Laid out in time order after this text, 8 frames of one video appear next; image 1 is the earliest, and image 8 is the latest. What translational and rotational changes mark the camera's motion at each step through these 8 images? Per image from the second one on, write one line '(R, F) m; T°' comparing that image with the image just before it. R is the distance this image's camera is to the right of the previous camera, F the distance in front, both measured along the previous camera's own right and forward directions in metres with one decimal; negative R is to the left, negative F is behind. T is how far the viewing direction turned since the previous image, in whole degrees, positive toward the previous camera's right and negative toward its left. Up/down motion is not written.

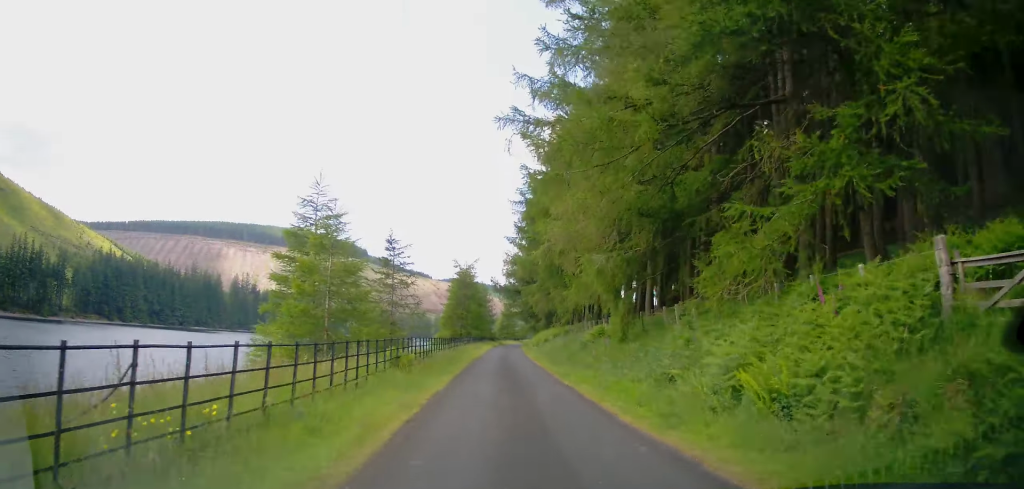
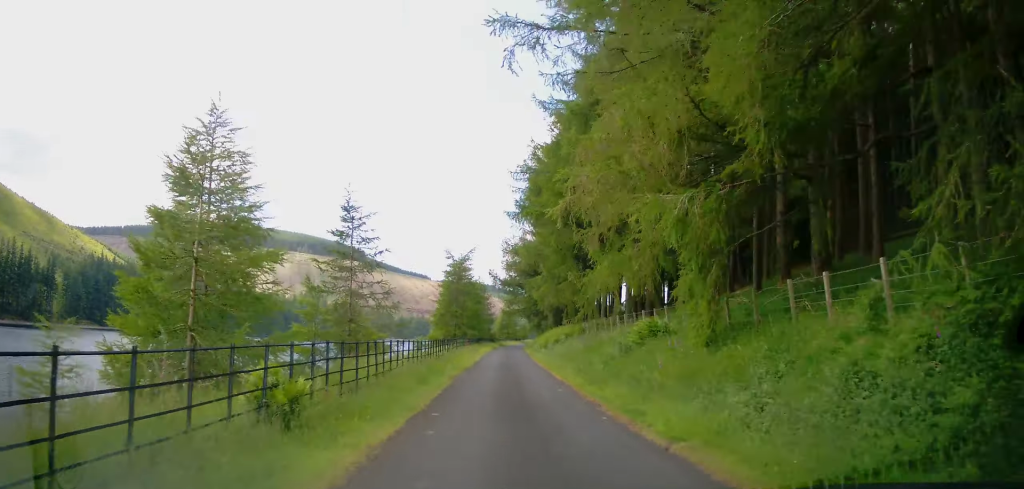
(+0.2, +9.1) m; 0°
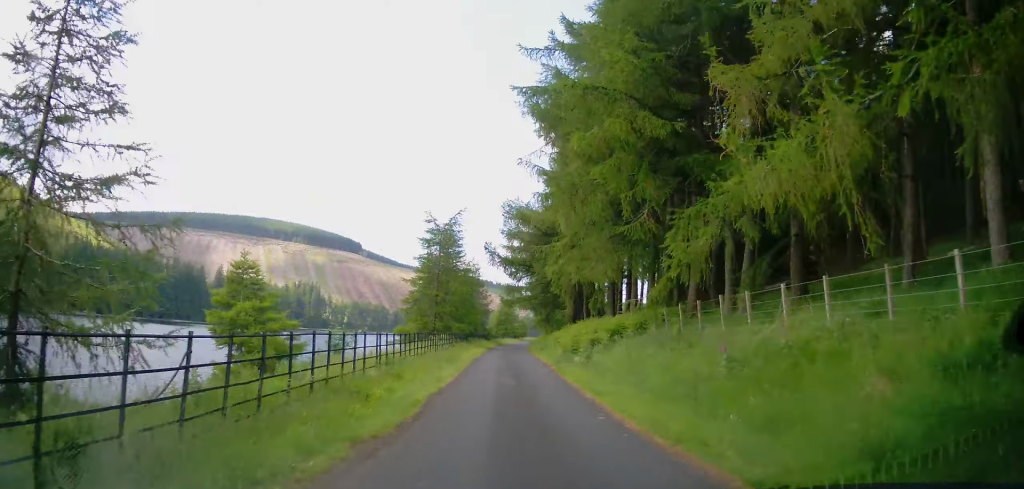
(-0.1, +17.4) m; 0°
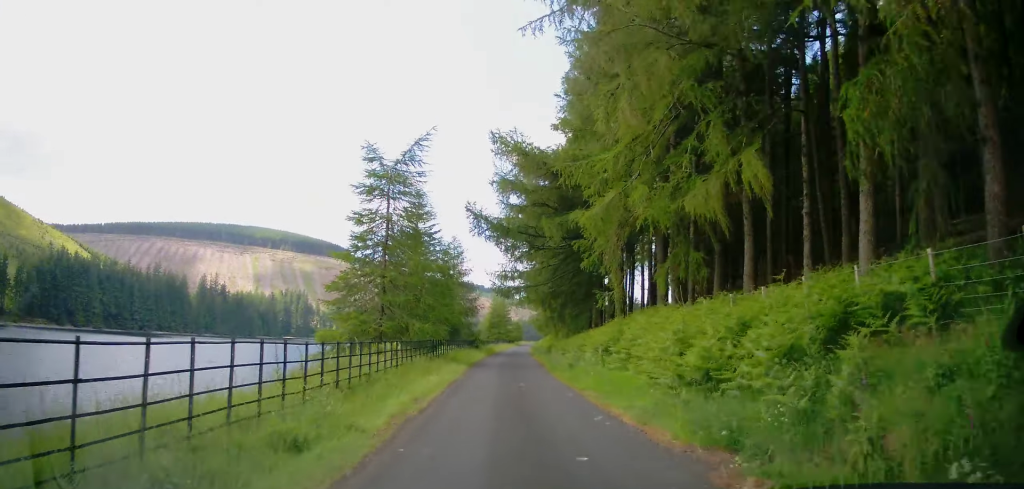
(+0.4, +17.6) m; 0°
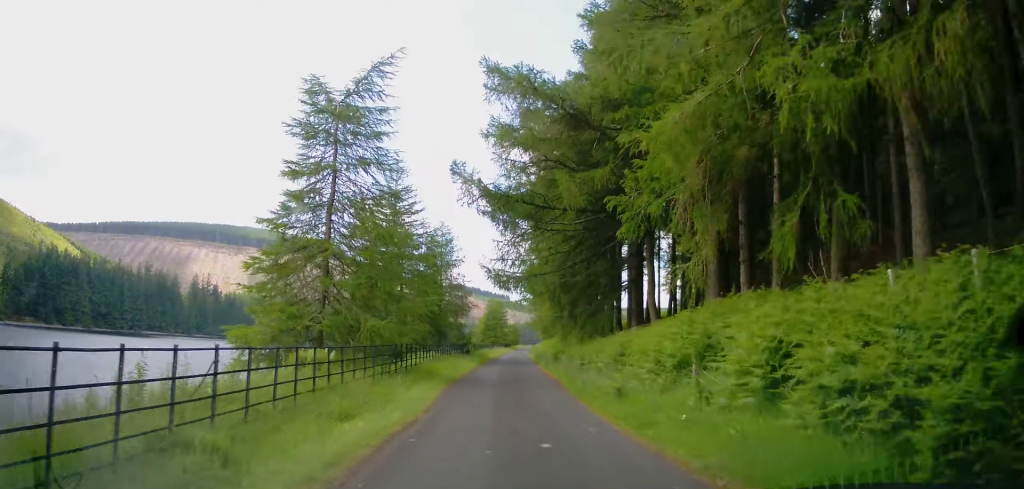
(-0.3, +8.4) m; 0°
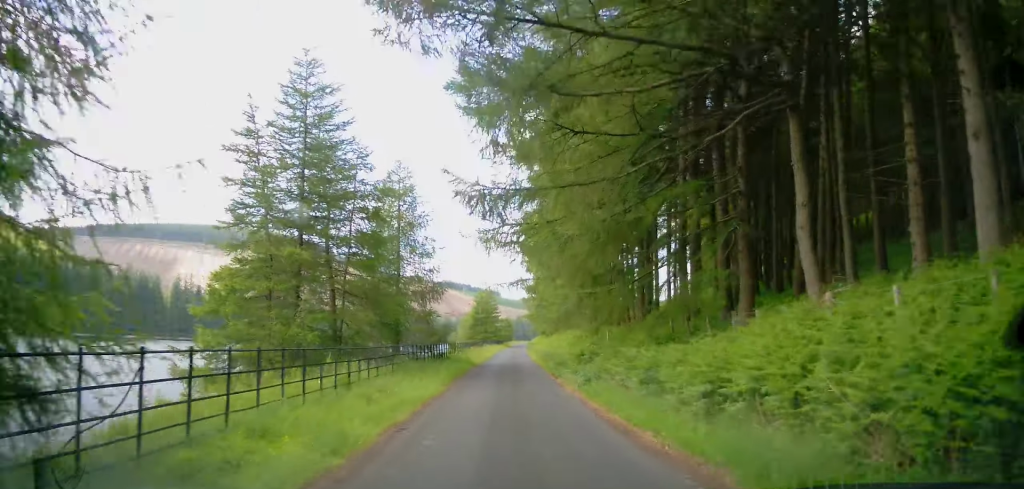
(+0.1, +15.1) m; +1°
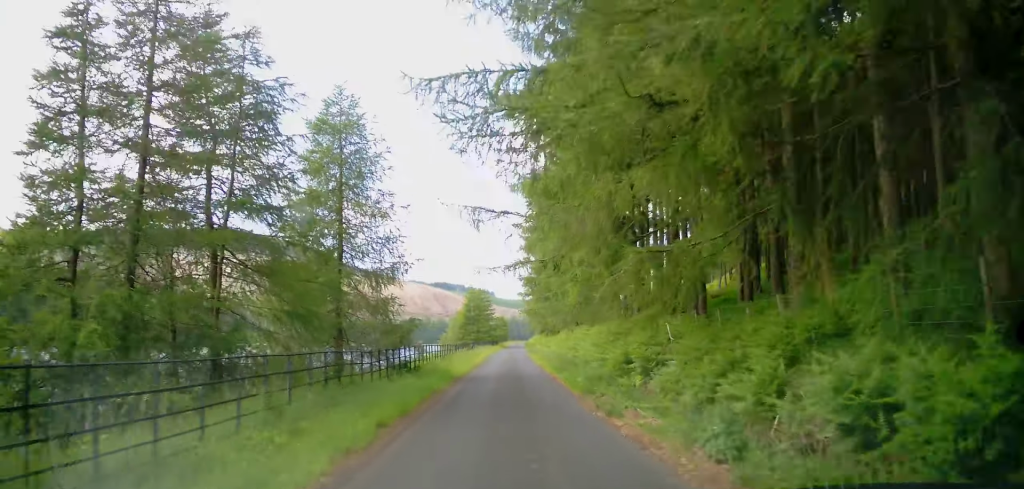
(+0.1, +9.6) m; +1°
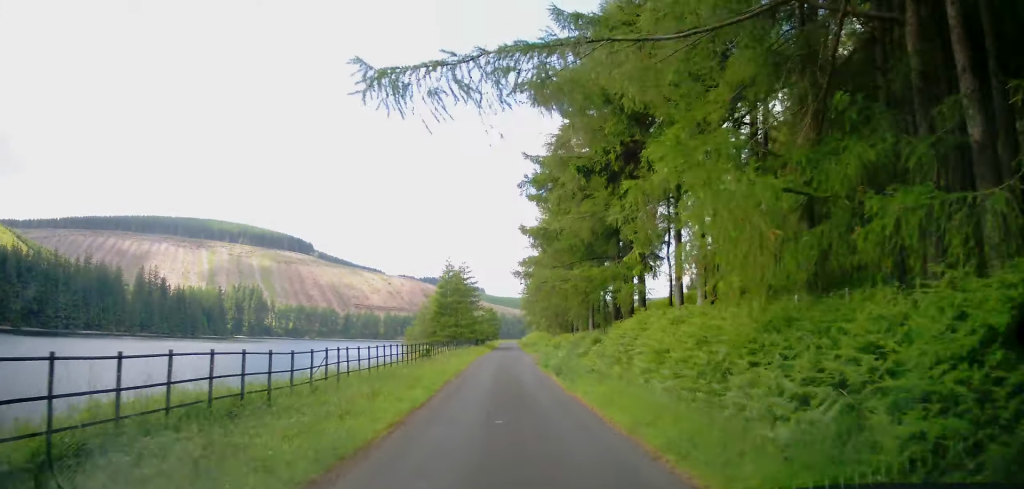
(+0.7, +24.6) m; +3°
